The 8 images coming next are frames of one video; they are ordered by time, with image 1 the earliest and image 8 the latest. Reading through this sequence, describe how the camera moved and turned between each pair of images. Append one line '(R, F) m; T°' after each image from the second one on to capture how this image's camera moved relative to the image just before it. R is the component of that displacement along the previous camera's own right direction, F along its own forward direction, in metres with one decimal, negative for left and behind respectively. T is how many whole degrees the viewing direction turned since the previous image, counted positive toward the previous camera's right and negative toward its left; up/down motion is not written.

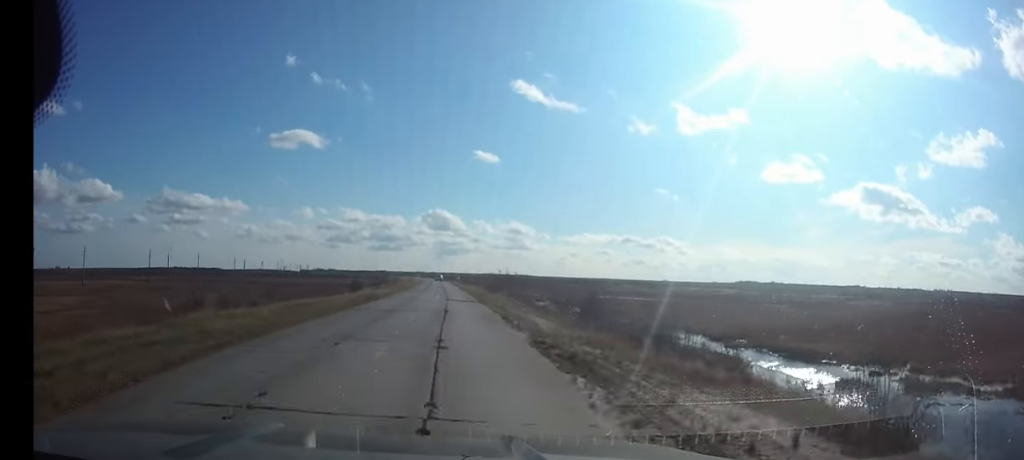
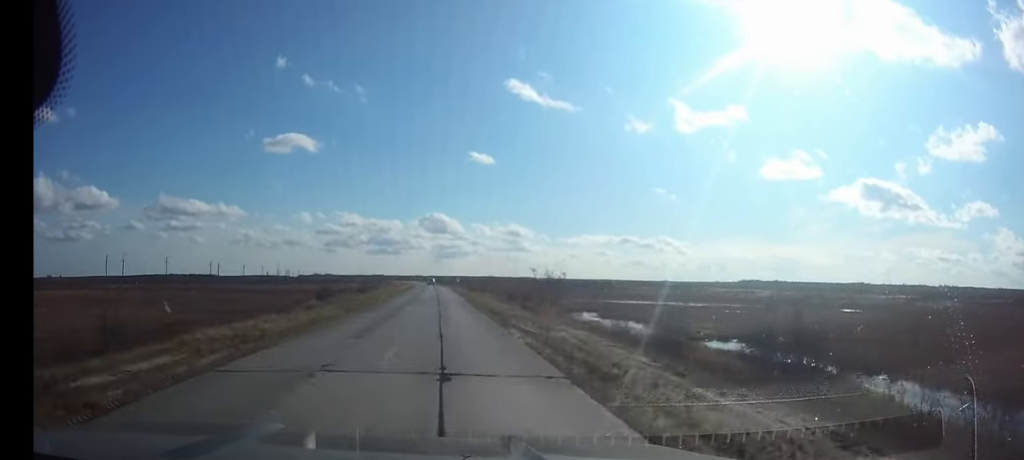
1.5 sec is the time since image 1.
(0.0, +32.1) m; 0°
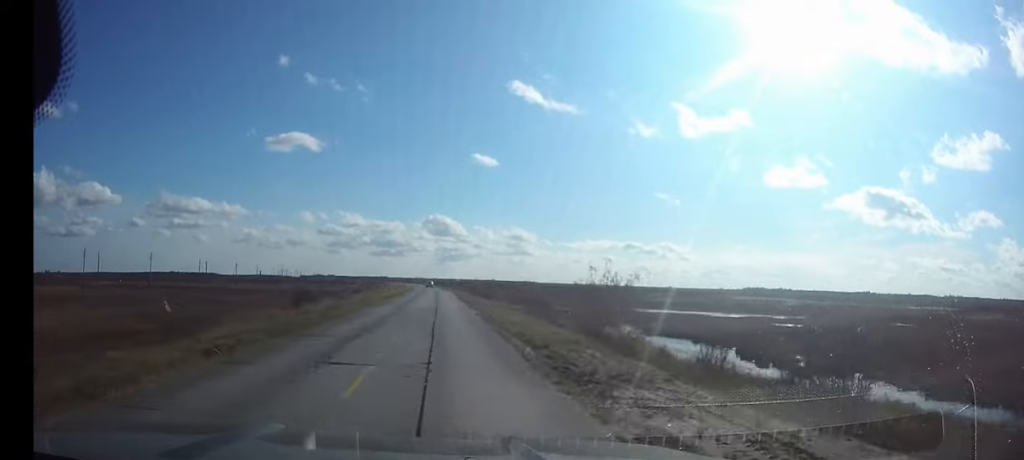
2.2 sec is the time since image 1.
(-0.1, +16.1) m; 0°
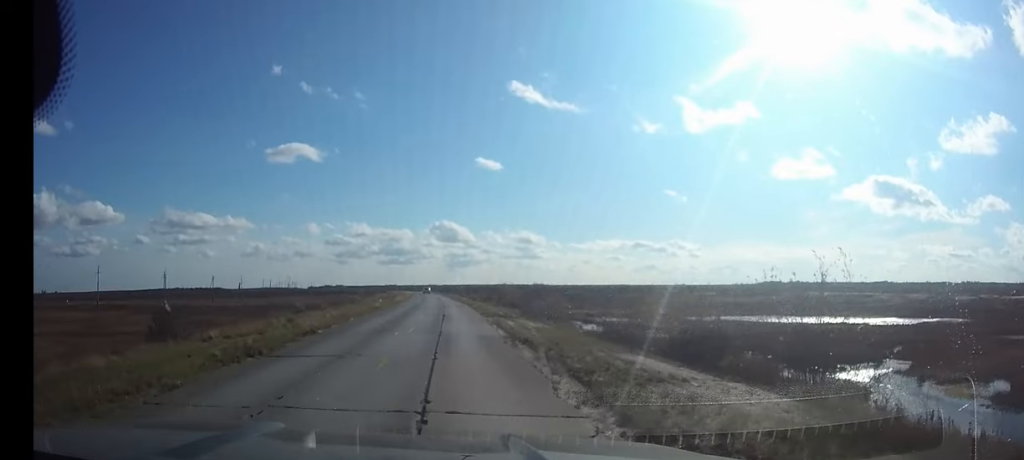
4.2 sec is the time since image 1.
(-0.3, +46.1) m; -1°
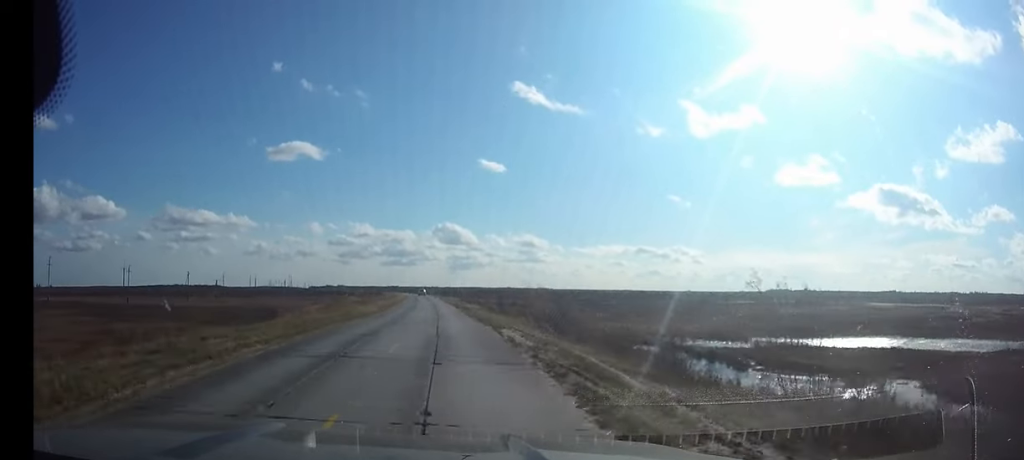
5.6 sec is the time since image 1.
(-0.1, +30.1) m; -1°
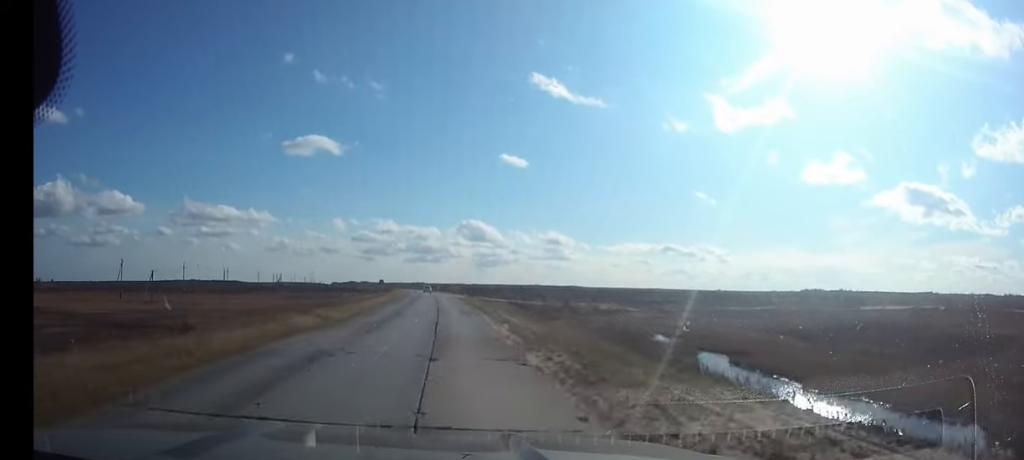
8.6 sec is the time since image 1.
(-1.8, +74.8) m; -3°
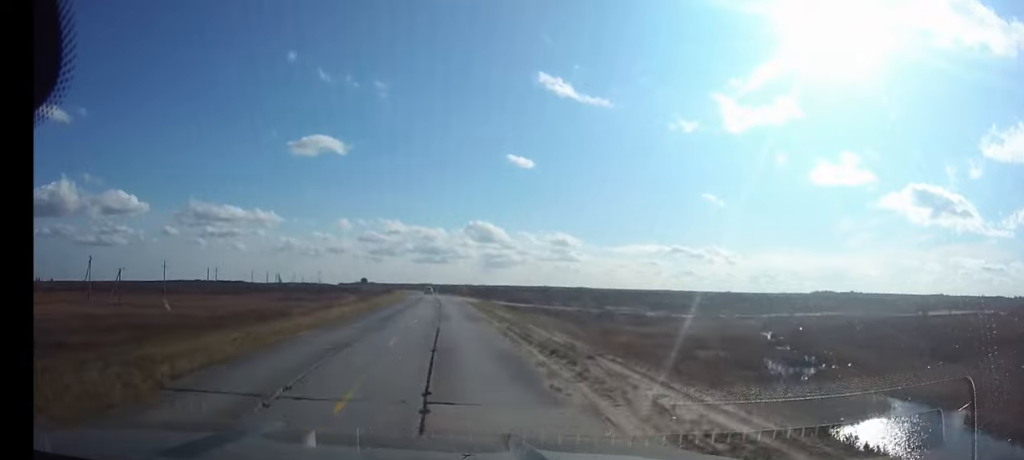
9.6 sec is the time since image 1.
(-0.1, +24.2) m; -1°
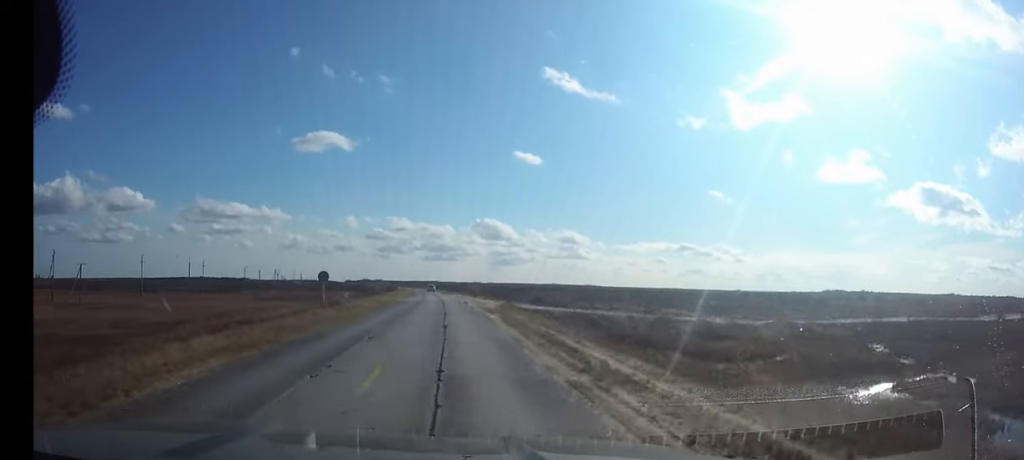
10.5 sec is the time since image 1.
(-0.2, +23.3) m; -1°
